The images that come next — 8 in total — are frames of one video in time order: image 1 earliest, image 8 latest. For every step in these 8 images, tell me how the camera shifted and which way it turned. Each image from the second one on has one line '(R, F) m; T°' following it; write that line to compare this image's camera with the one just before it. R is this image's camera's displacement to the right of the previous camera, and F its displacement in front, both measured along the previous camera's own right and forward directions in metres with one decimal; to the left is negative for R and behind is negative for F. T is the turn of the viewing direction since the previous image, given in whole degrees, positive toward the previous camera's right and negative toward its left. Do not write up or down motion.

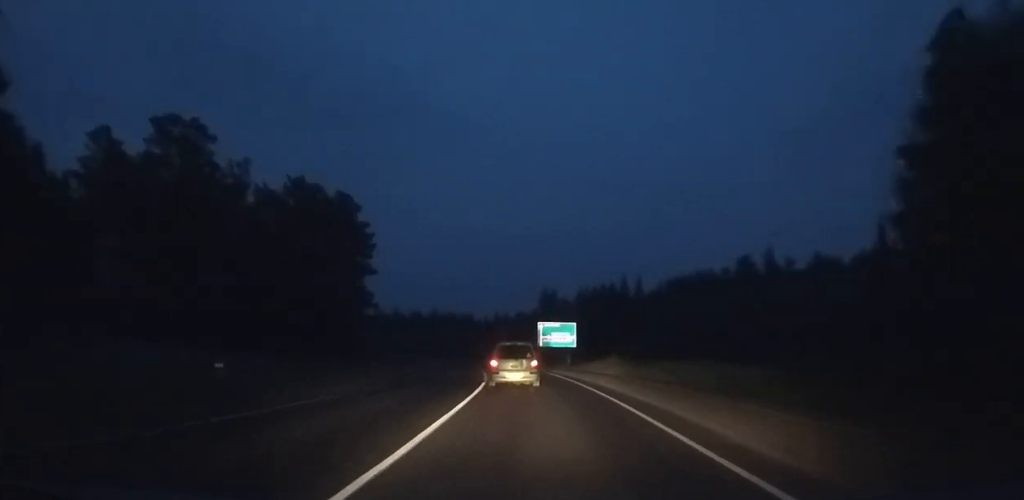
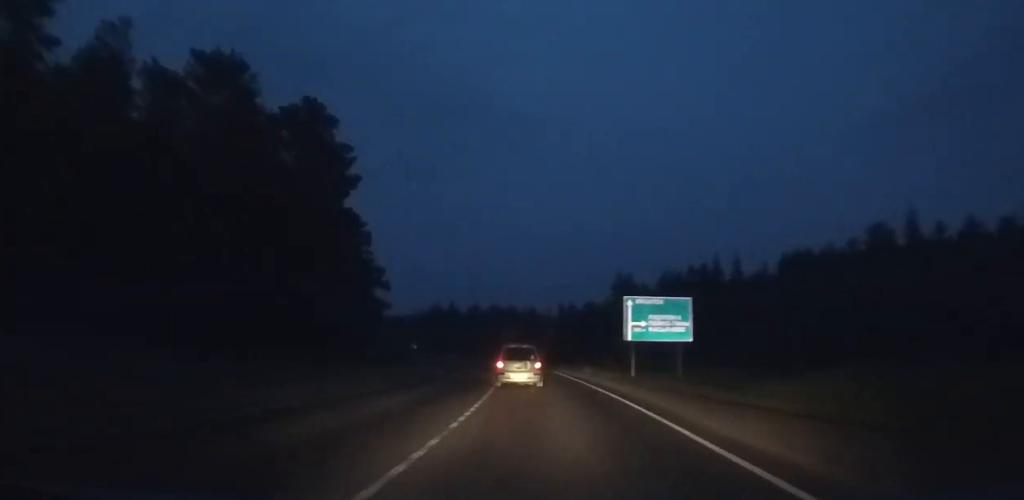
(-1.8, +29.3) m; -4°
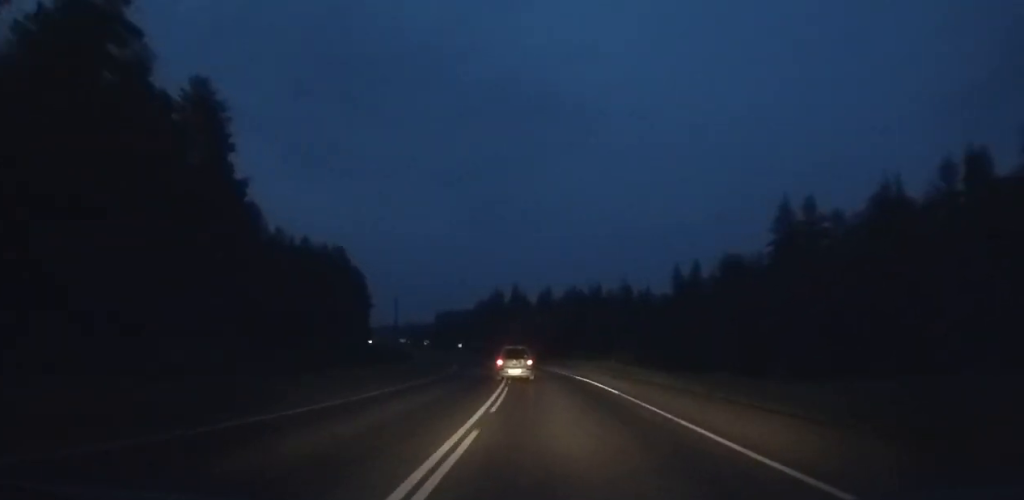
(-5.2, +65.7) m; -10°
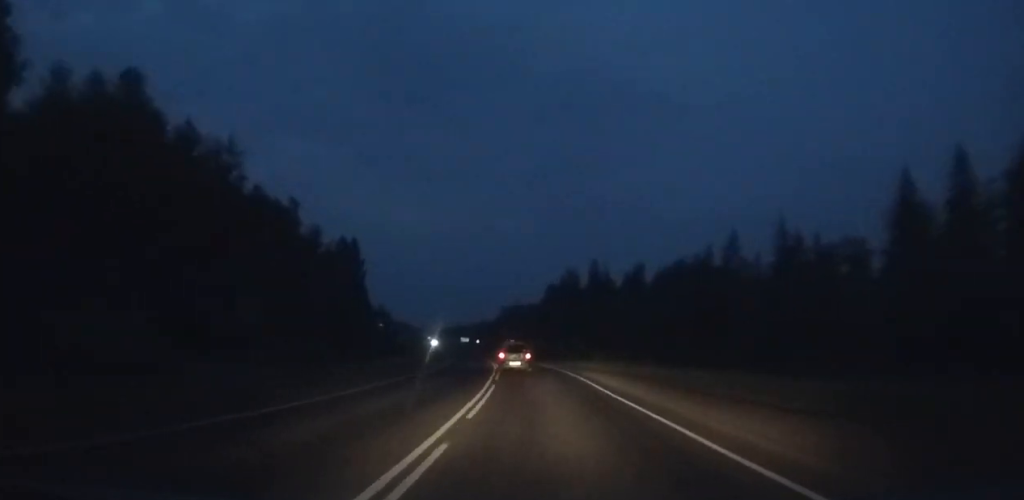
(-3.2, +50.5) m; -7°
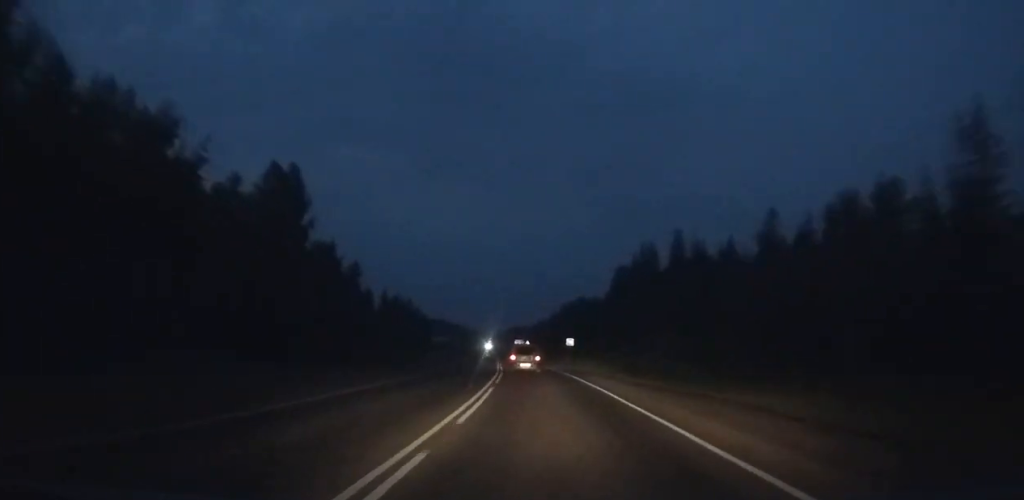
(-1.6, +36.7) m; -5°
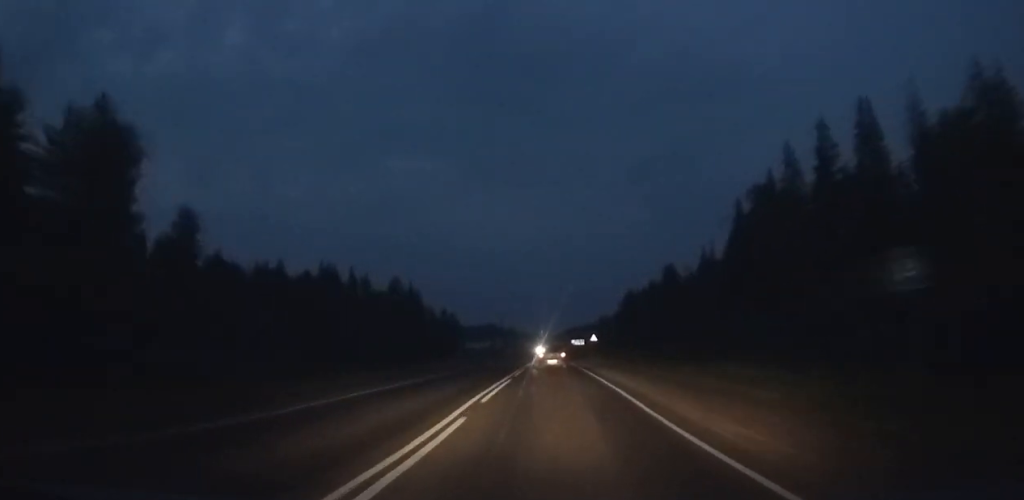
(-2.8, +54.8) m; -3°
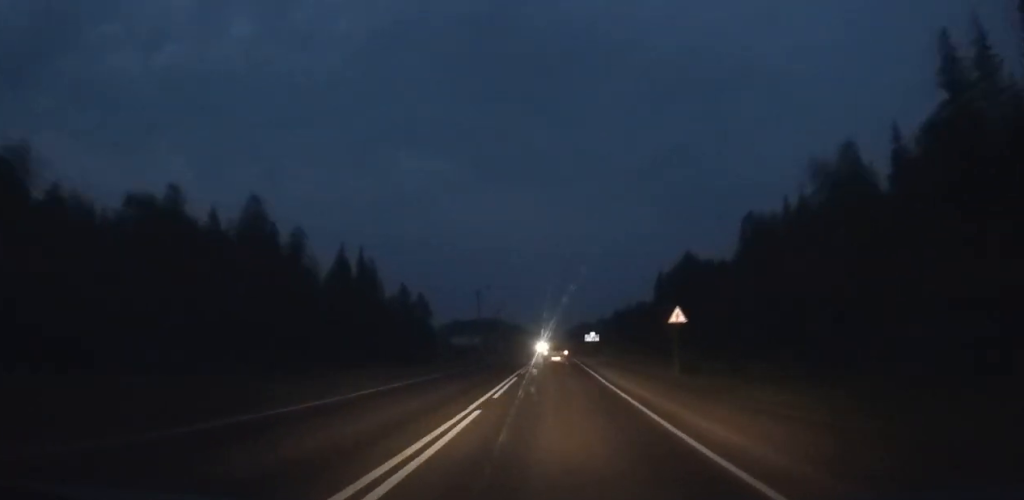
(-0.5, +45.2) m; -1°
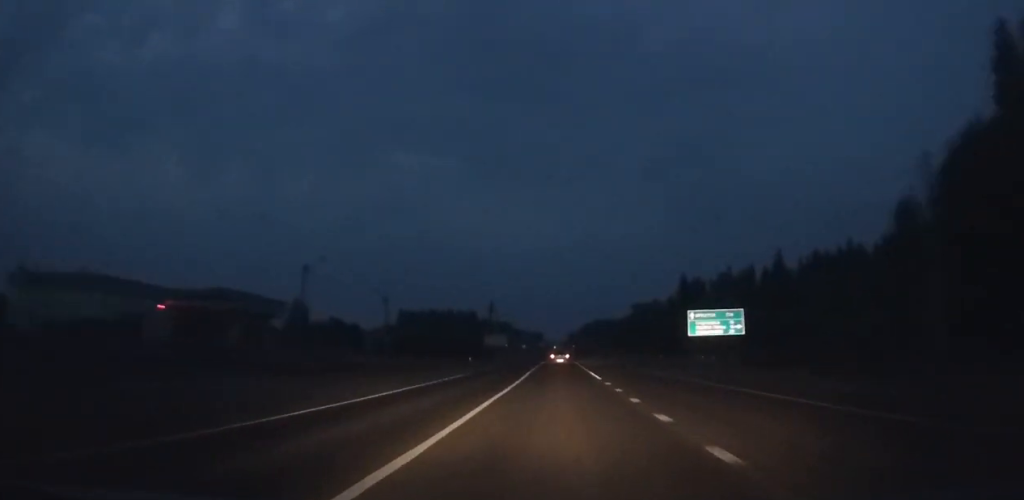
(-0.6, +155.2) m; 0°
